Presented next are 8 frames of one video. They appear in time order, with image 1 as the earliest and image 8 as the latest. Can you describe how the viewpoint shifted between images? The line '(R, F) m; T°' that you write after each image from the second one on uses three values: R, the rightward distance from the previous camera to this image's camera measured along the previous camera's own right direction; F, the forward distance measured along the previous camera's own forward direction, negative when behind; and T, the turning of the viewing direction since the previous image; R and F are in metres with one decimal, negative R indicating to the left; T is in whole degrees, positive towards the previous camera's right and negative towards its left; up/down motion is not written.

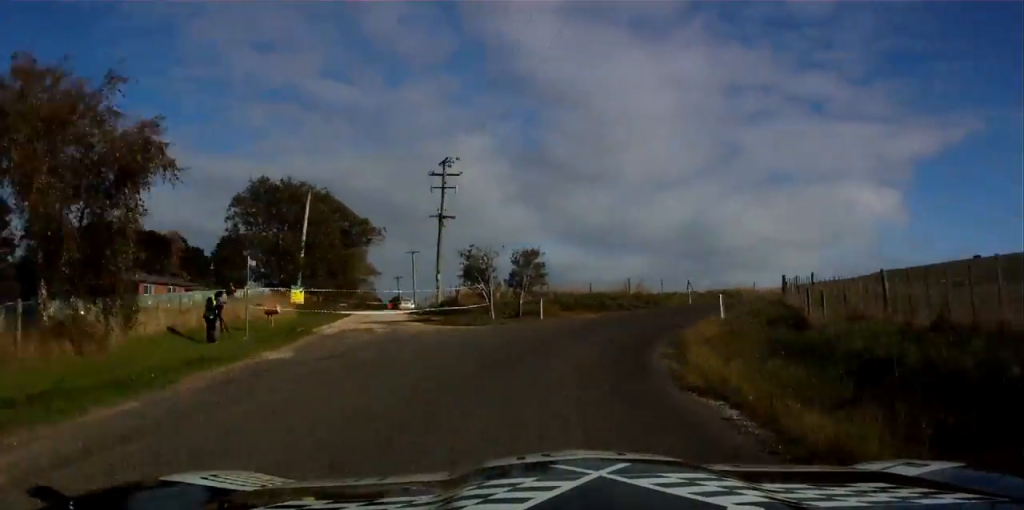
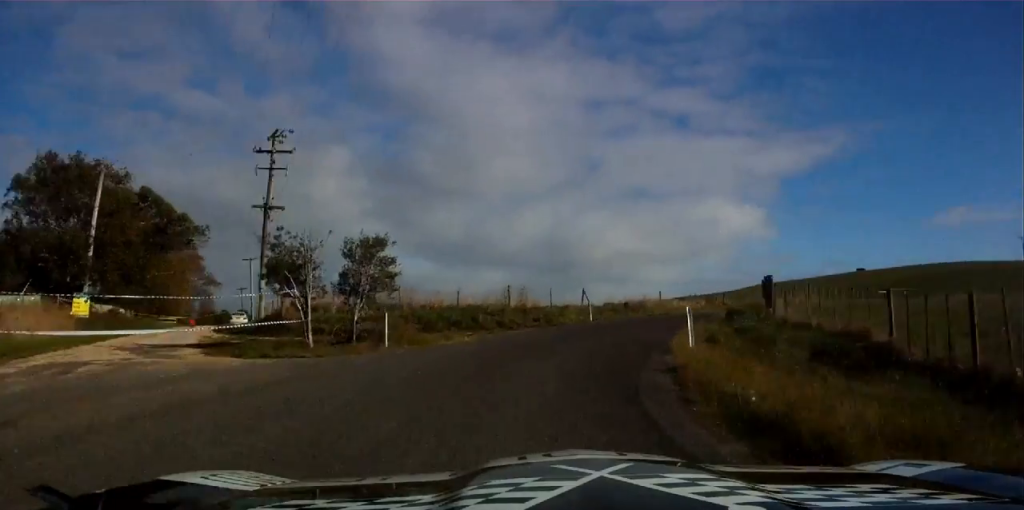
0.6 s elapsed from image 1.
(+1.9, +13.1) m; +11°
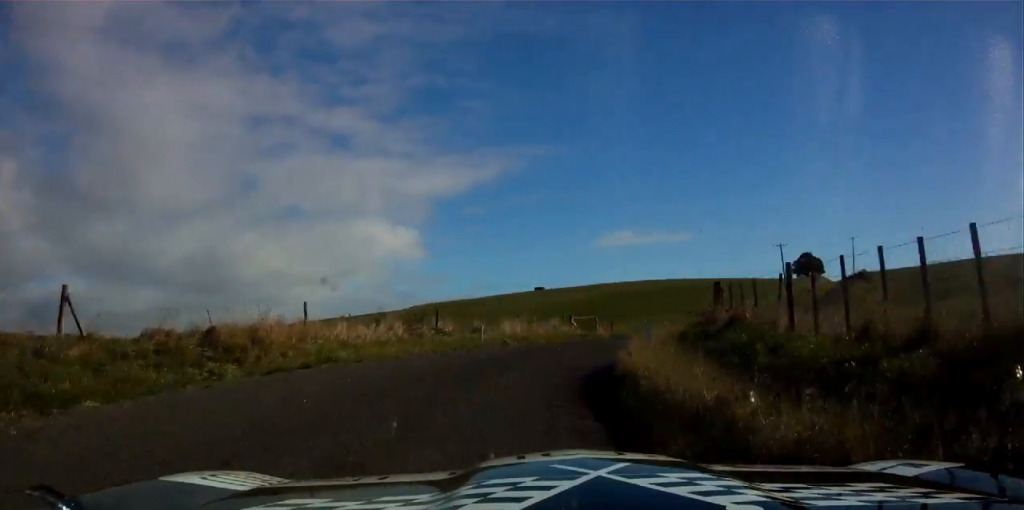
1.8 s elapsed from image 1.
(+5.8, +29.3) m; +22°
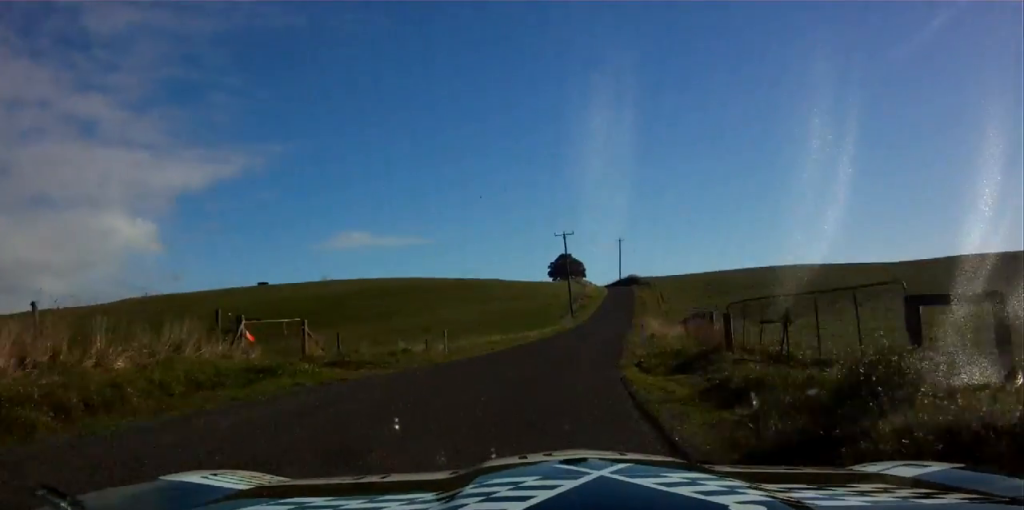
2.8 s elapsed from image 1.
(+3.3, +27.3) m; +15°
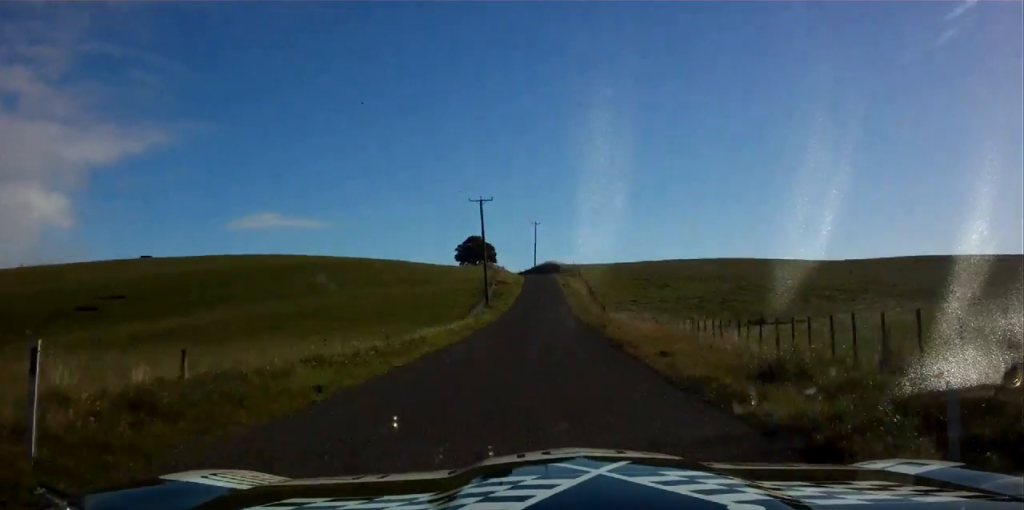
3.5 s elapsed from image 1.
(+2.4, +22.1) m; +7°
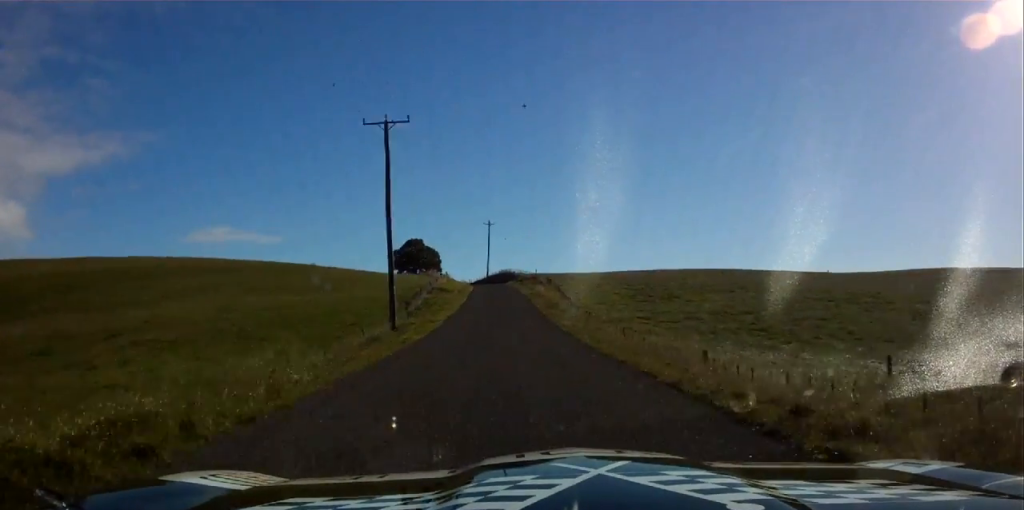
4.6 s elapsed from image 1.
(+2.6, +37.2) m; +1°
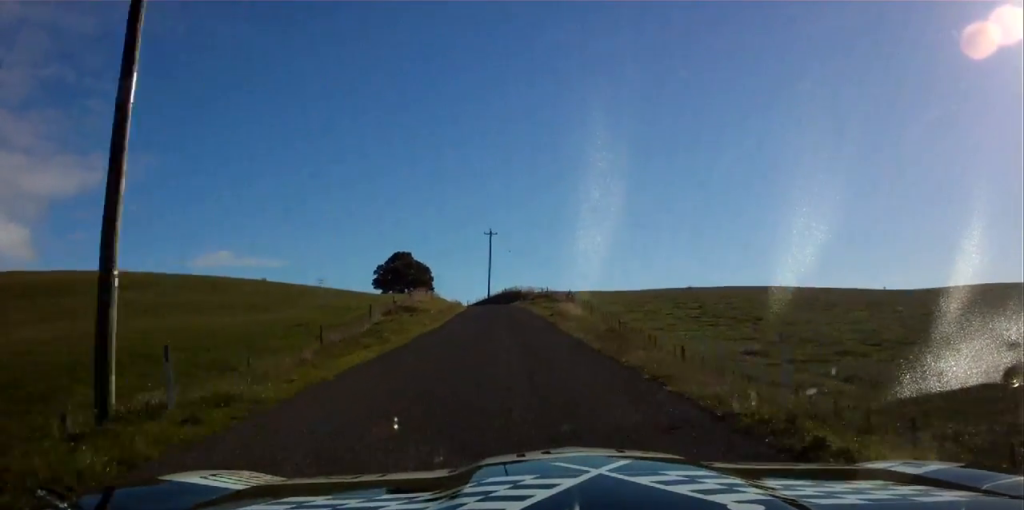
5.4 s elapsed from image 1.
(-0.8, +27.9) m; -4°
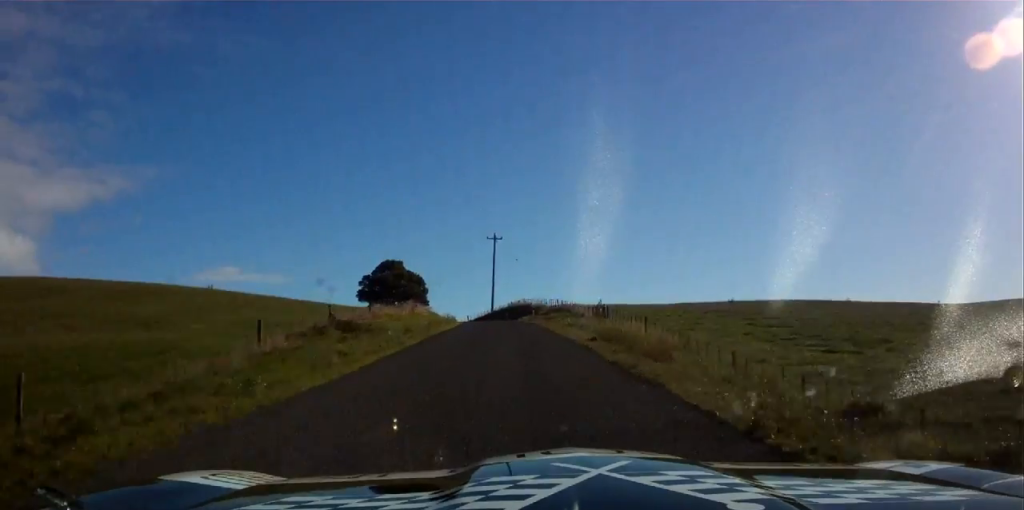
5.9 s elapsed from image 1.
(-1.0, +19.7) m; -3°
